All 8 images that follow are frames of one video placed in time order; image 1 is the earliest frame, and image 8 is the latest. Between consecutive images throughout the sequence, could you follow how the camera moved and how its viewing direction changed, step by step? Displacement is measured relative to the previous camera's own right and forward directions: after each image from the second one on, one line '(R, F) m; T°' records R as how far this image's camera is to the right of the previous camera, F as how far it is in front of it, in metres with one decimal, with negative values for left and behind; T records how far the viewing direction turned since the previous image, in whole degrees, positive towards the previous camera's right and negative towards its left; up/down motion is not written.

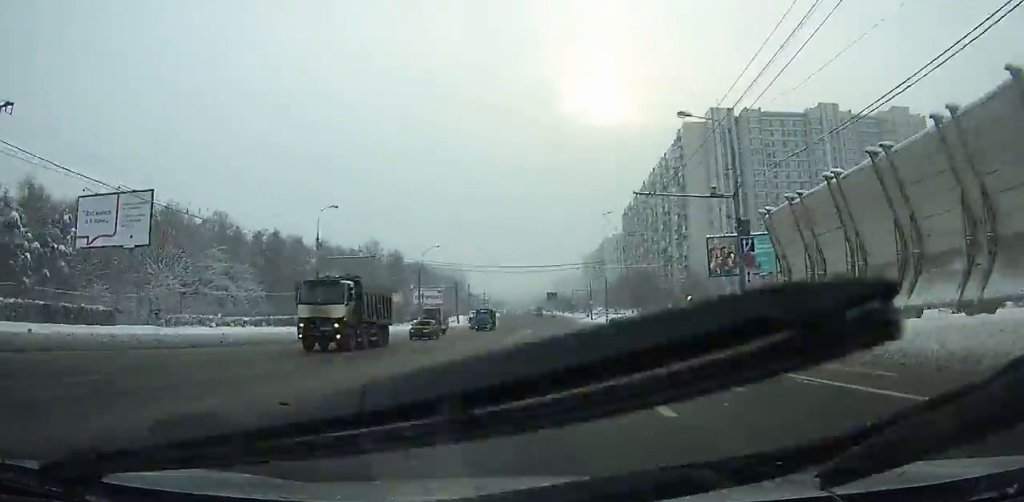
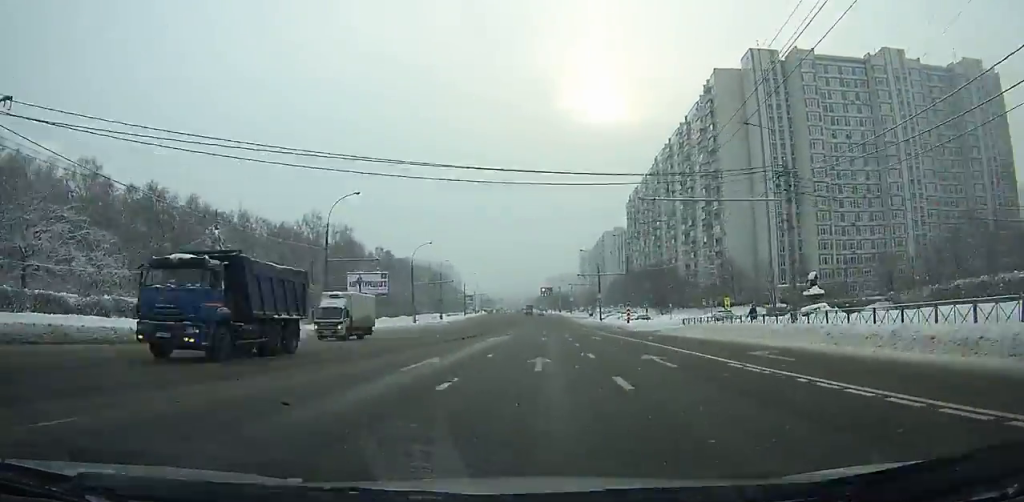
(+0.1, +37.3) m; 0°
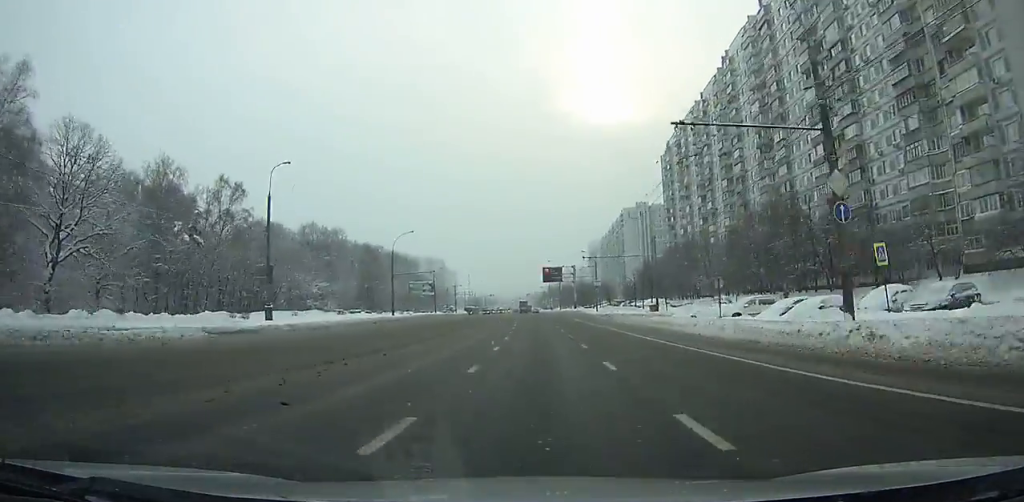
(-0.6, +83.4) m; -1°
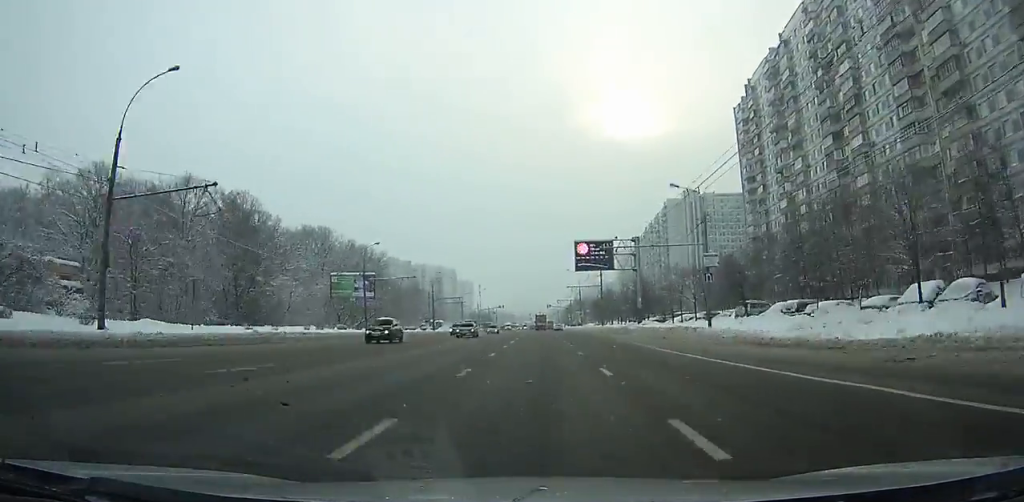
(-0.8, +61.7) m; -1°
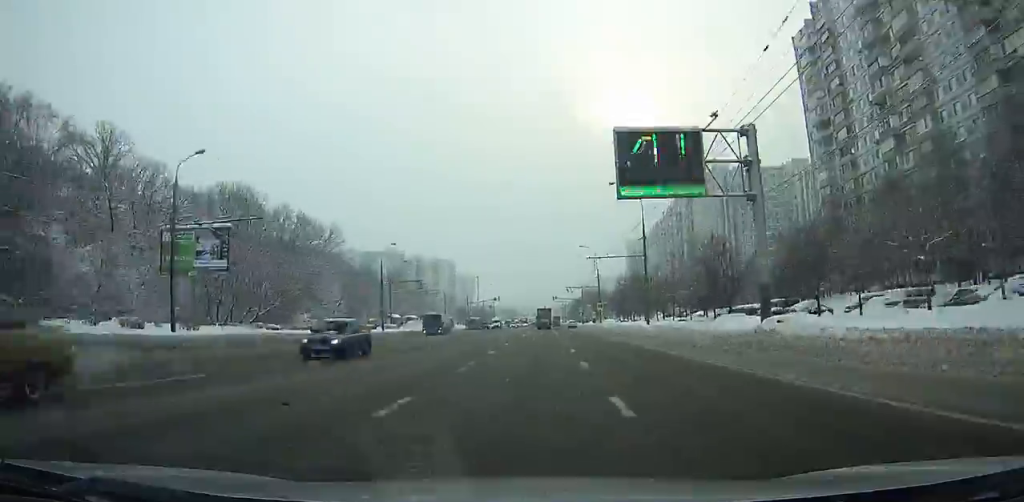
(-0.2, +36.5) m; -1°
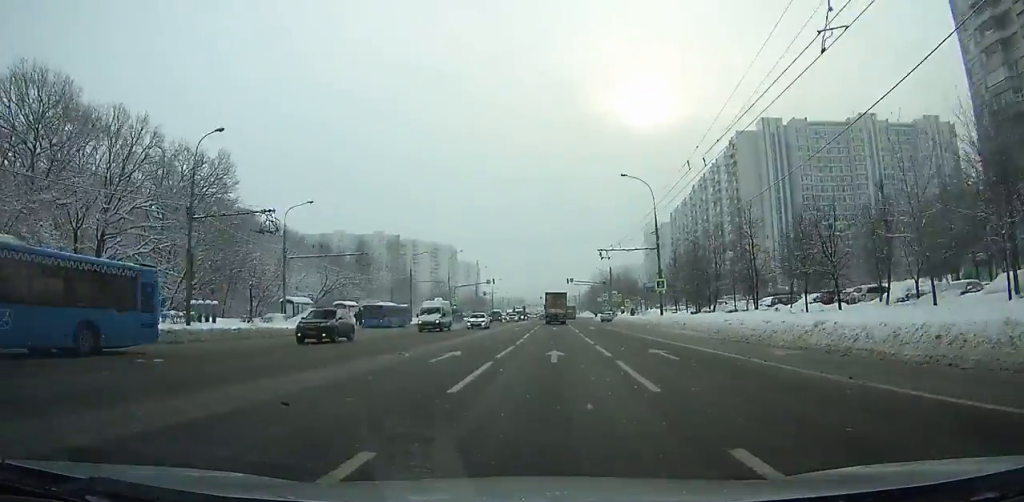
(-0.4, +43.2) m; 0°
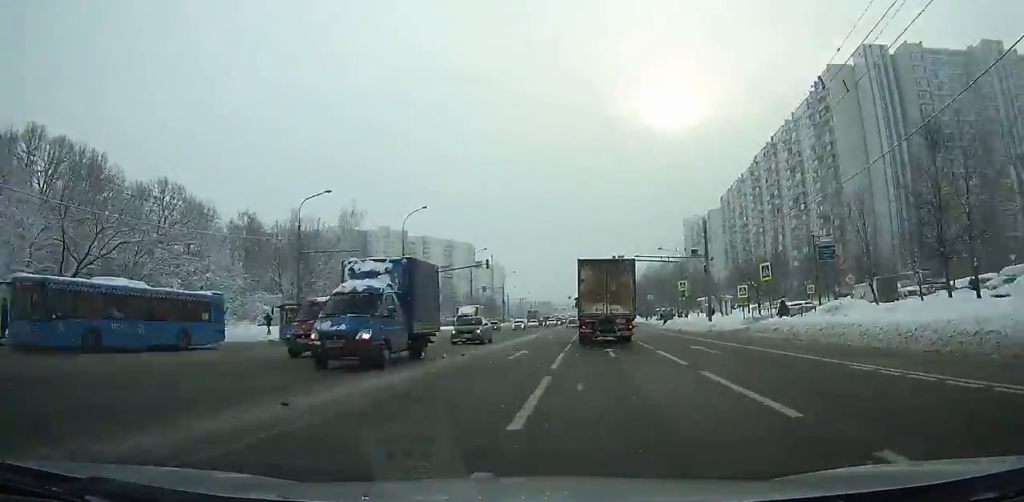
(-0.1, +49.9) m; 0°
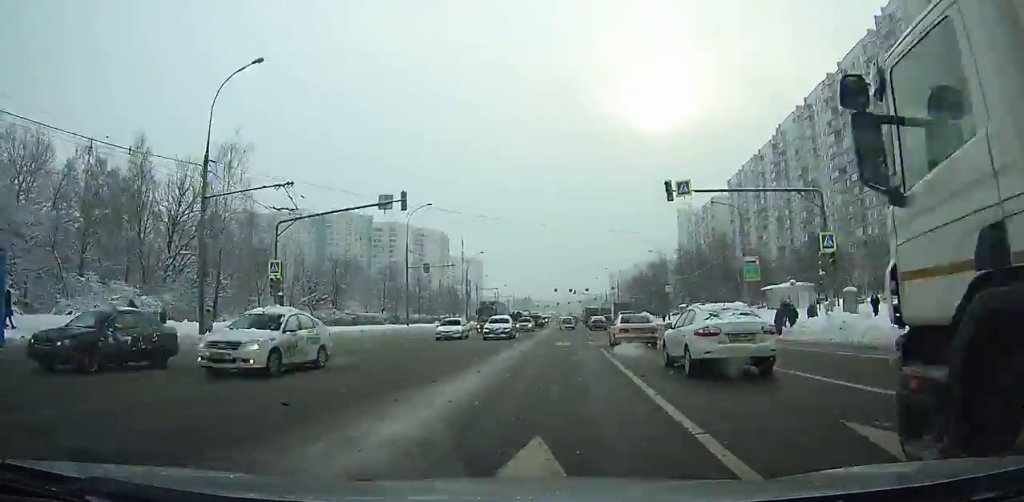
(-0.2, +37.2) m; +1°
